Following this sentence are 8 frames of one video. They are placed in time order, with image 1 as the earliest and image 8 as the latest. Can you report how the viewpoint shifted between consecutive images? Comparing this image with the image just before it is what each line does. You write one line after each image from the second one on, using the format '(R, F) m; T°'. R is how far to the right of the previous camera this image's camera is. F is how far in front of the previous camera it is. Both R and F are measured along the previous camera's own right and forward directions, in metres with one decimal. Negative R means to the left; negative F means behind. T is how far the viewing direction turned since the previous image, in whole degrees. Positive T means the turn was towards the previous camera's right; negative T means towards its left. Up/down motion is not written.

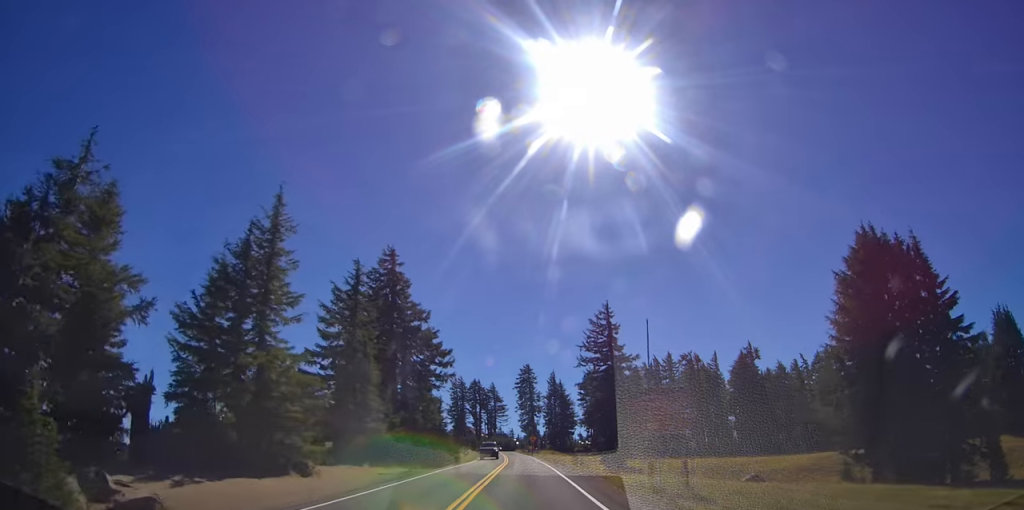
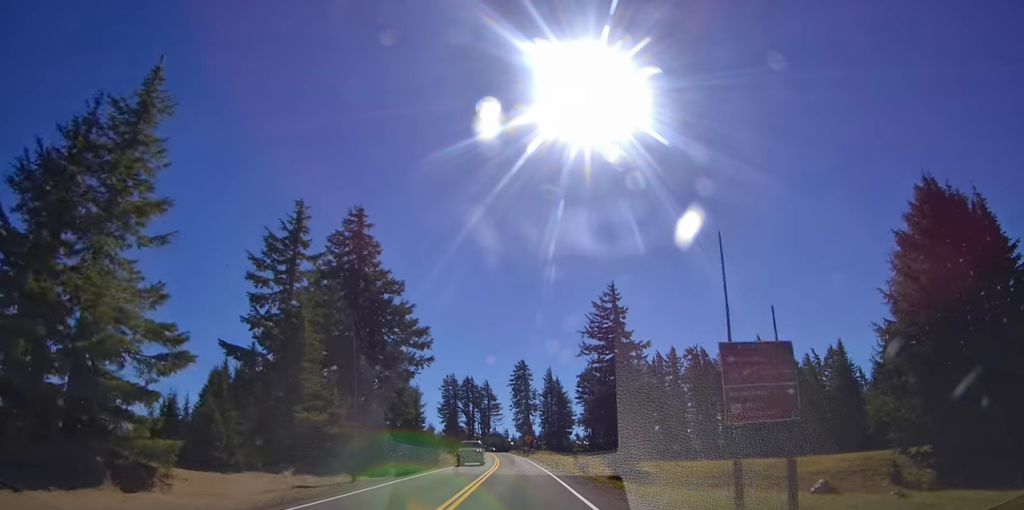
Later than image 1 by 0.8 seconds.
(0.0, +10.0) m; +1°
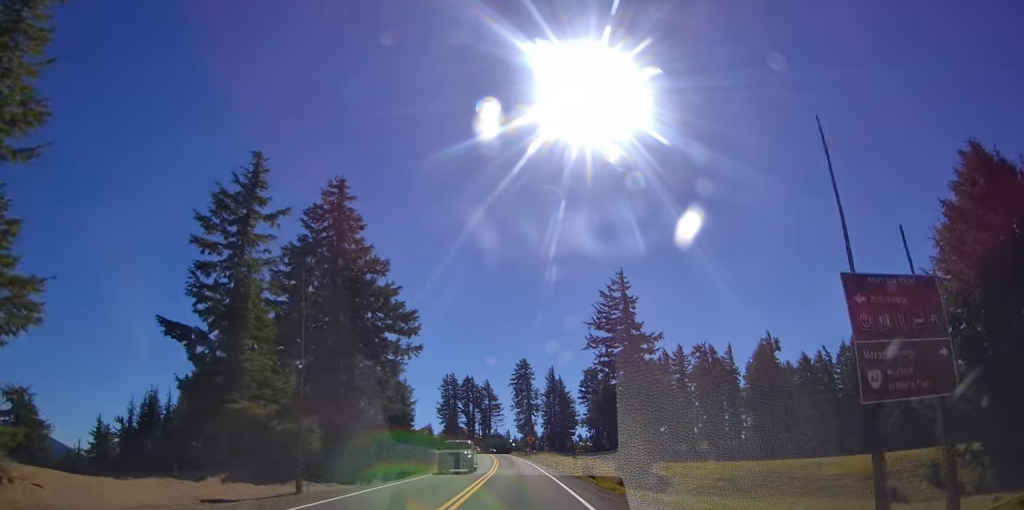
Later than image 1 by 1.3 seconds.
(+0.1, +5.6) m; 0°
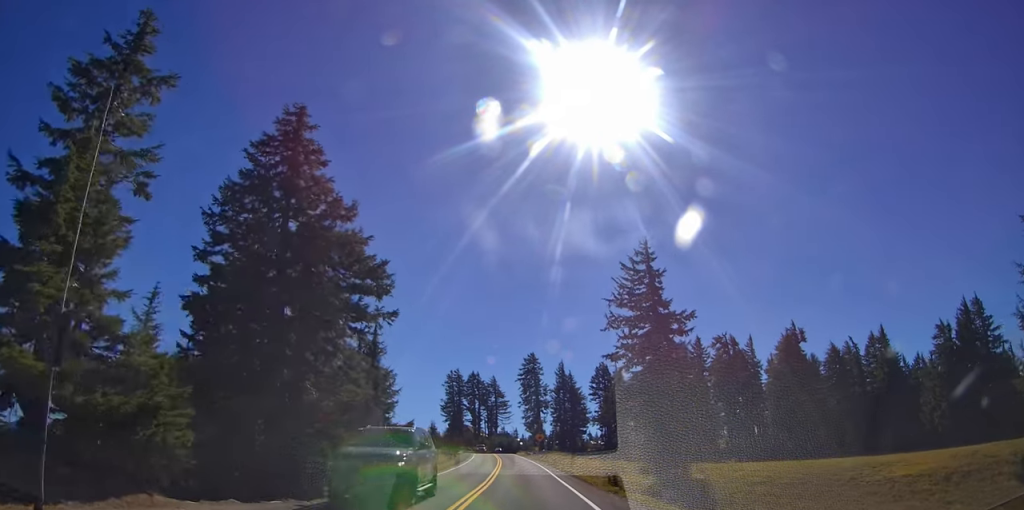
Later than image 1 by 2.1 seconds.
(0.0, +9.8) m; 0°
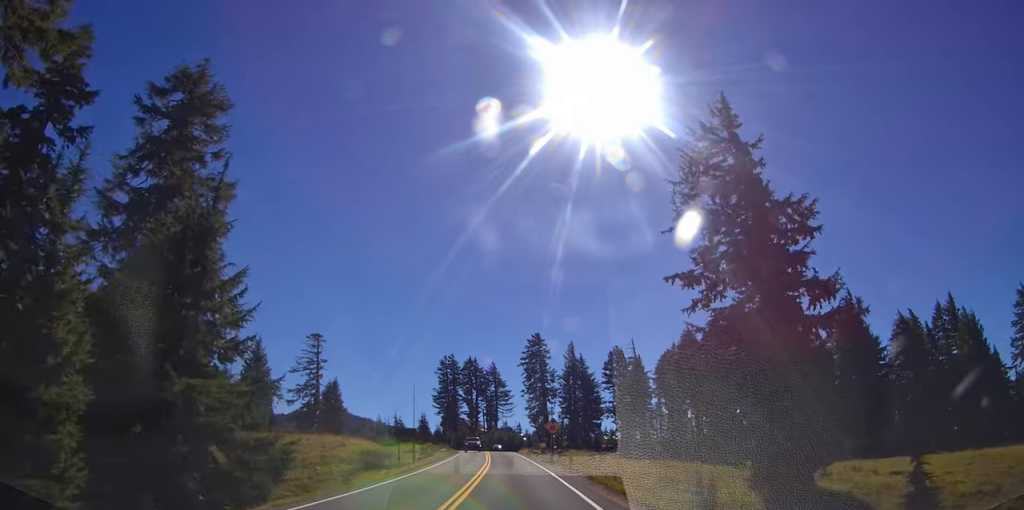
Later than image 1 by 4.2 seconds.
(-1.0, +23.8) m; -4°
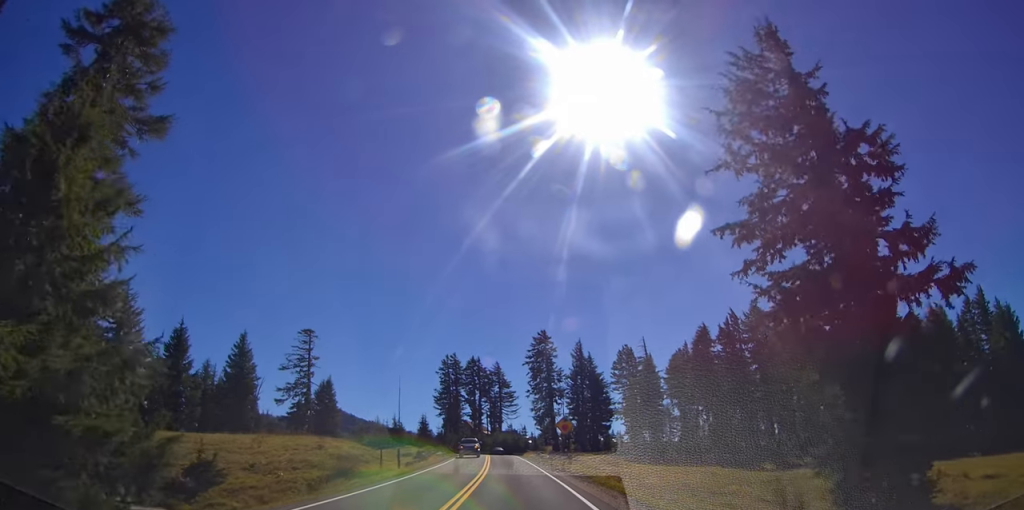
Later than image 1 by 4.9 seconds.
(0.0, +7.4) m; +1°
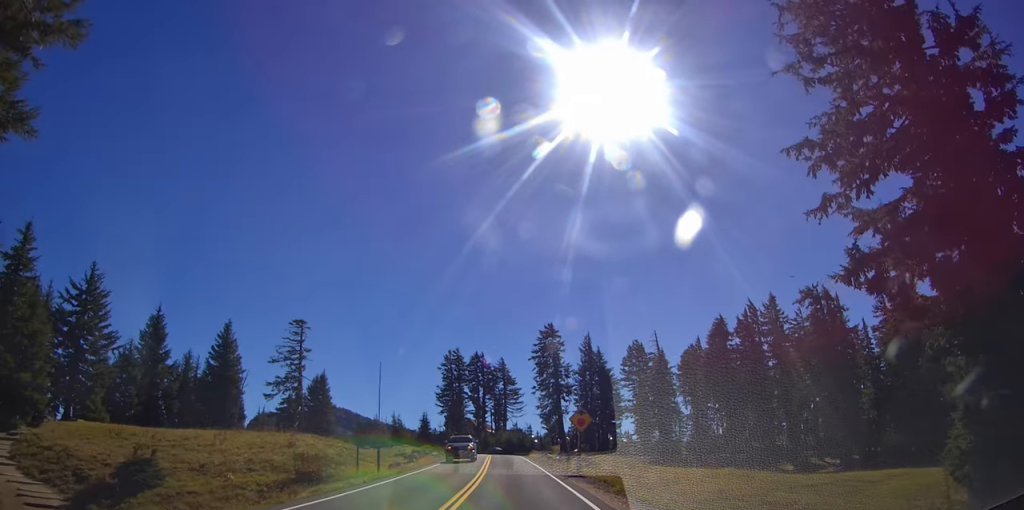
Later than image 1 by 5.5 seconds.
(+0.3, +7.0) m; +2°
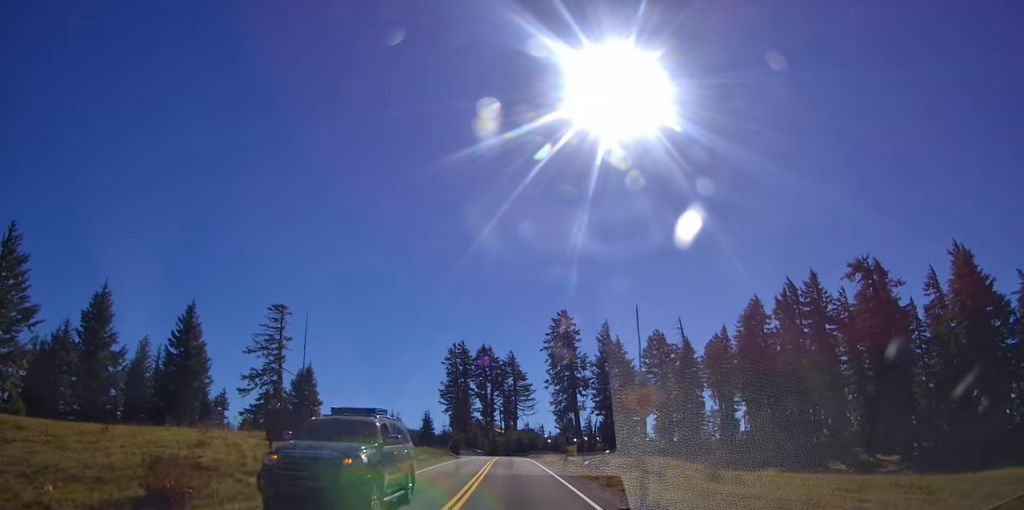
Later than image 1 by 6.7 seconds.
(-0.2, +13.0) m; -1°
